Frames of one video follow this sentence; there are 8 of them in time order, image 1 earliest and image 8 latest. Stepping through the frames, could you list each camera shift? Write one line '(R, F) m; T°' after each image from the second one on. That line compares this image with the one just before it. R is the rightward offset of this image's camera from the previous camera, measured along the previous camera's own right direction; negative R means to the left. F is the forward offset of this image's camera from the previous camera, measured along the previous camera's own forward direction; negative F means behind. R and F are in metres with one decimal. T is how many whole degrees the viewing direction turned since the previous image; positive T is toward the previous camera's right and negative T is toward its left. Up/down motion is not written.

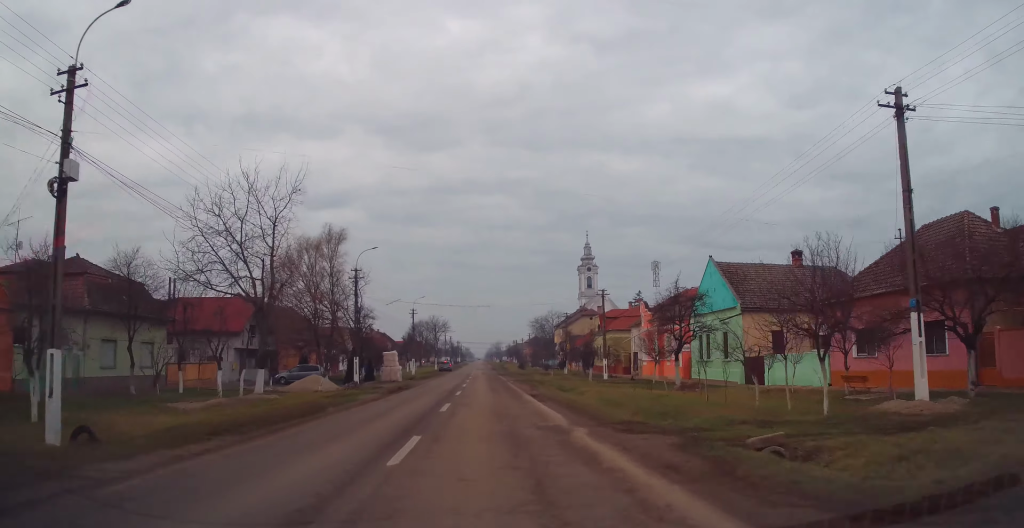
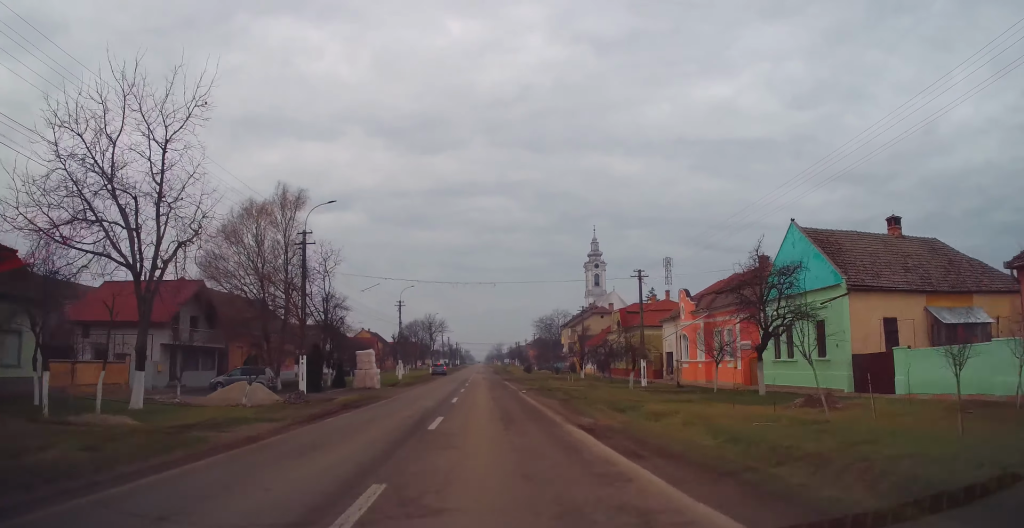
(-0.4, +13.3) m; 0°
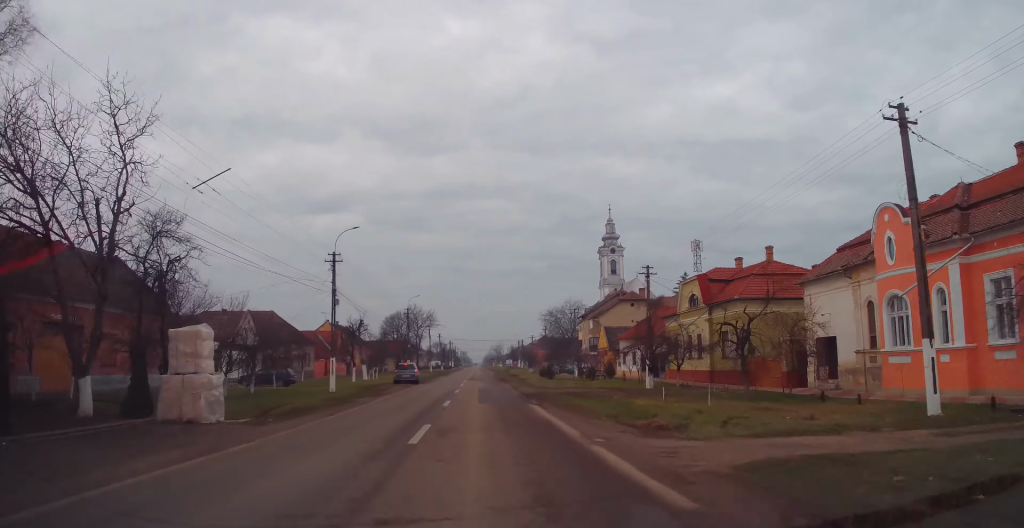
(+0.4, +29.7) m; +2°
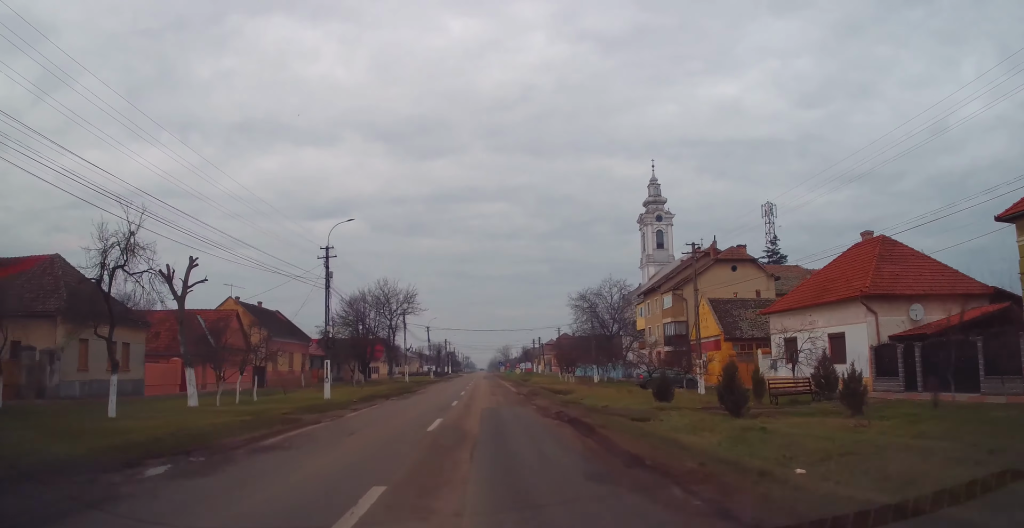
(-0.3, +43.2) m; 0°
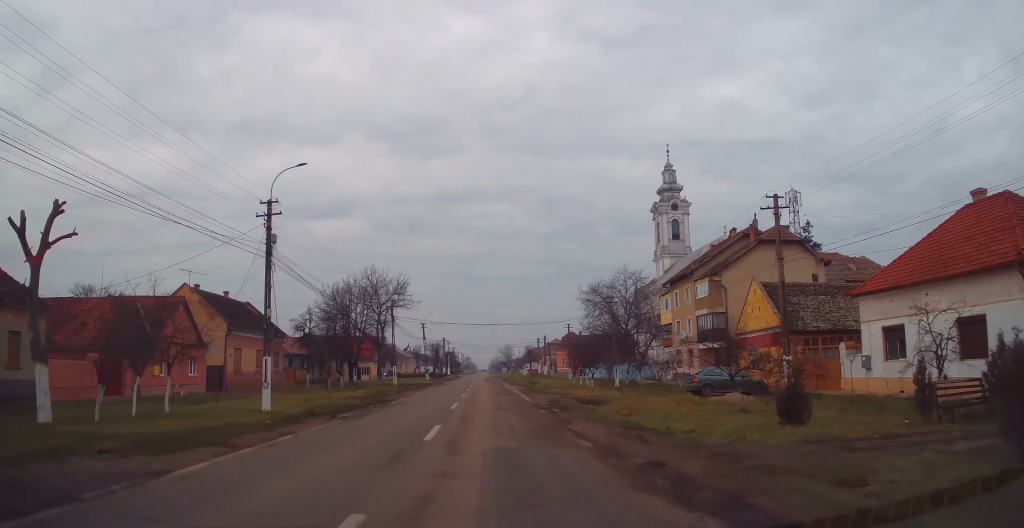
(+0.2, +10.3) m; 0°
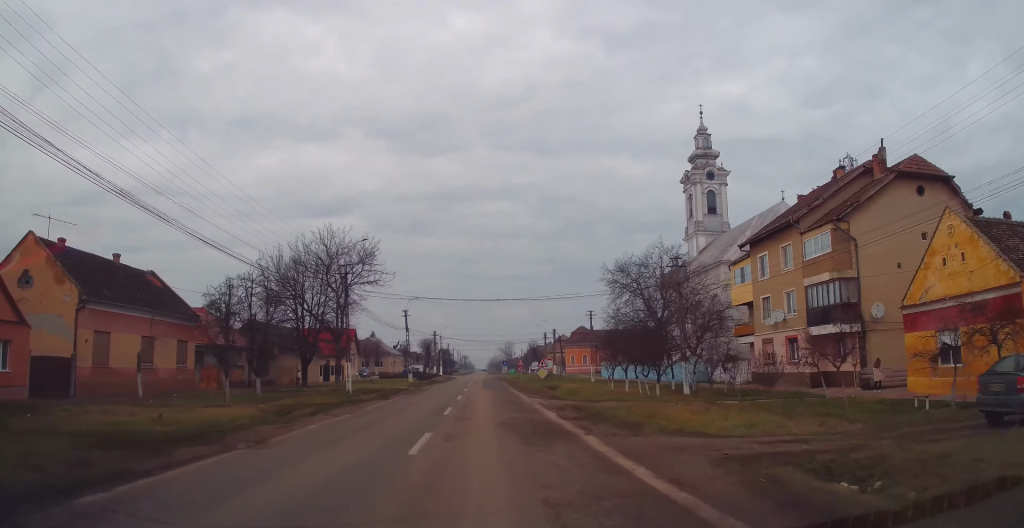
(-0.6, +20.4) m; -1°
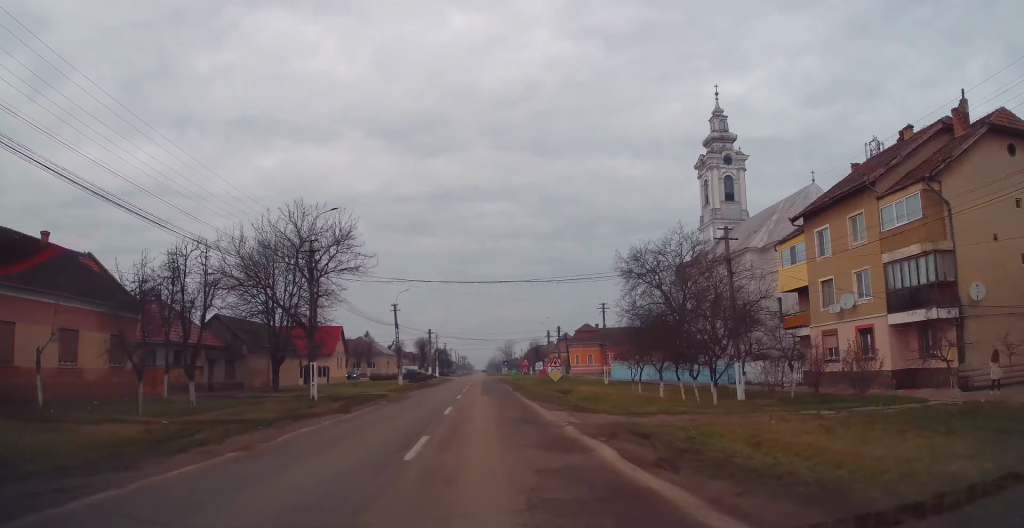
(0.0, +8.3) m; 0°
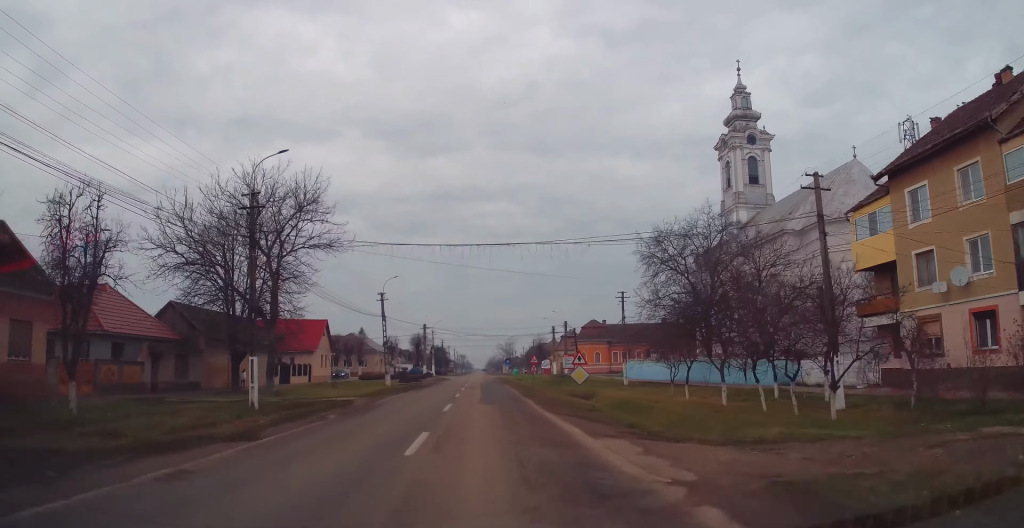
(0.0, +8.8) m; 0°
